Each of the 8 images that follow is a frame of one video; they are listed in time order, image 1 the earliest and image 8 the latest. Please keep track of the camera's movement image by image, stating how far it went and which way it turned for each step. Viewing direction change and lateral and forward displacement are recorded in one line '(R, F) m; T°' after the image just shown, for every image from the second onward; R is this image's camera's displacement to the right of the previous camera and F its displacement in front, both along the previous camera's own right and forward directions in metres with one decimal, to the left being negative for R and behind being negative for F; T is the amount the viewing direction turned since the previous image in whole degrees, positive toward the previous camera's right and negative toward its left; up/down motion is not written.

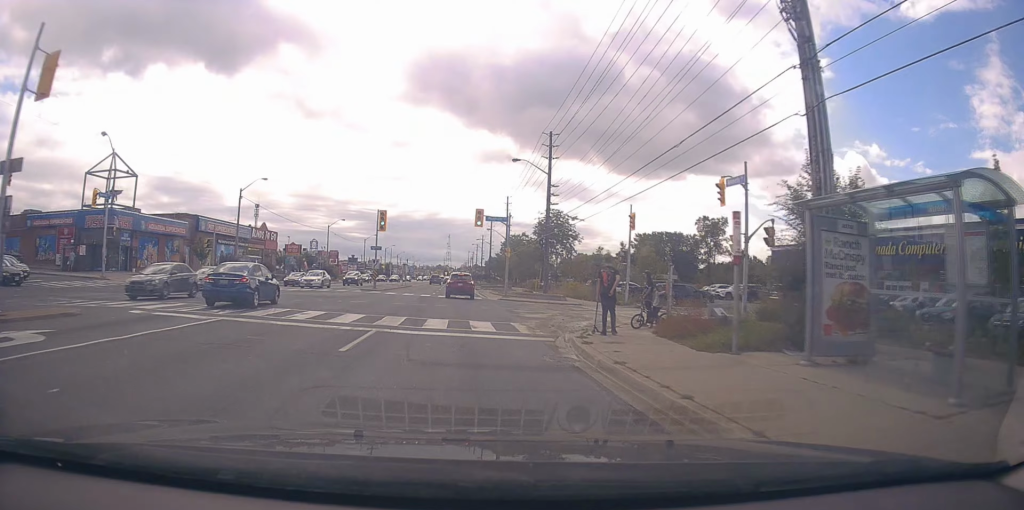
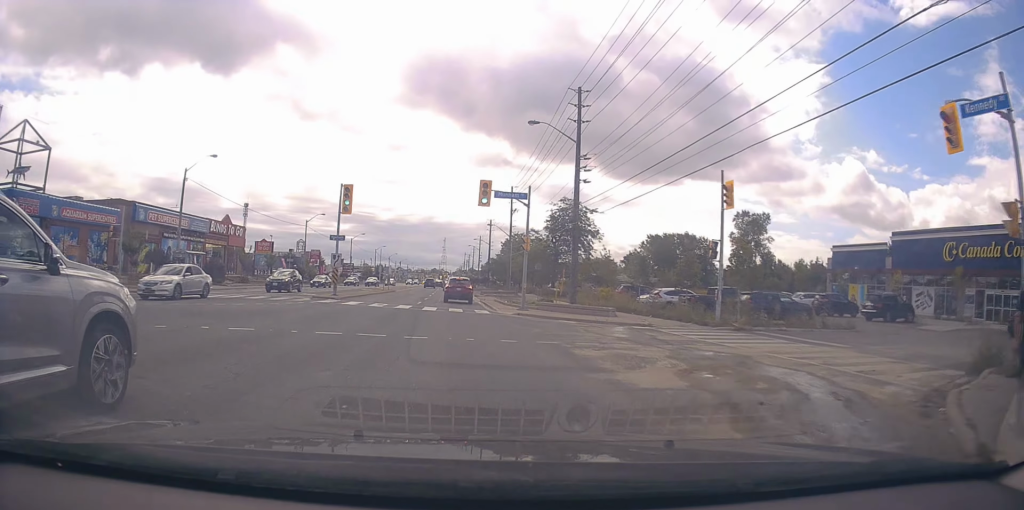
(+0.2, +13.0) m; -1°
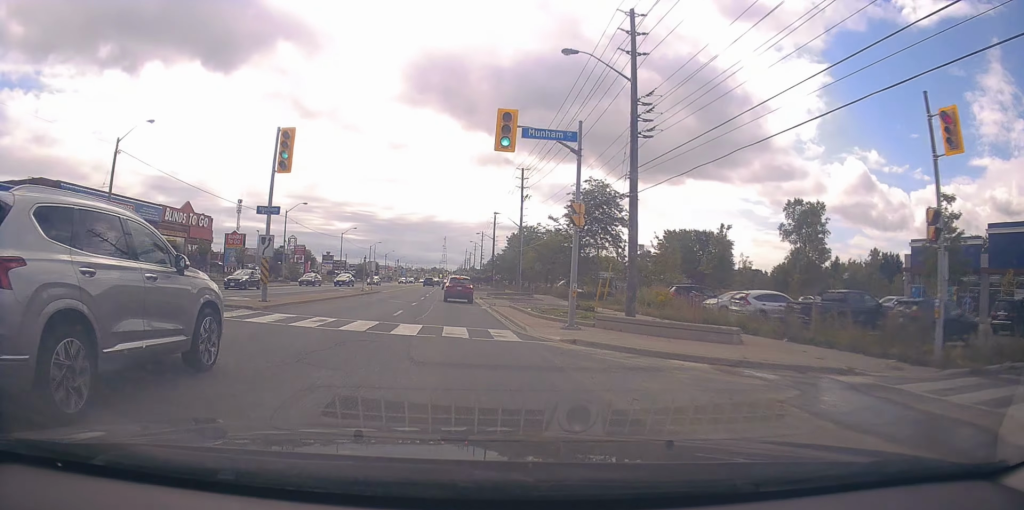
(-0.5, +11.8) m; 0°
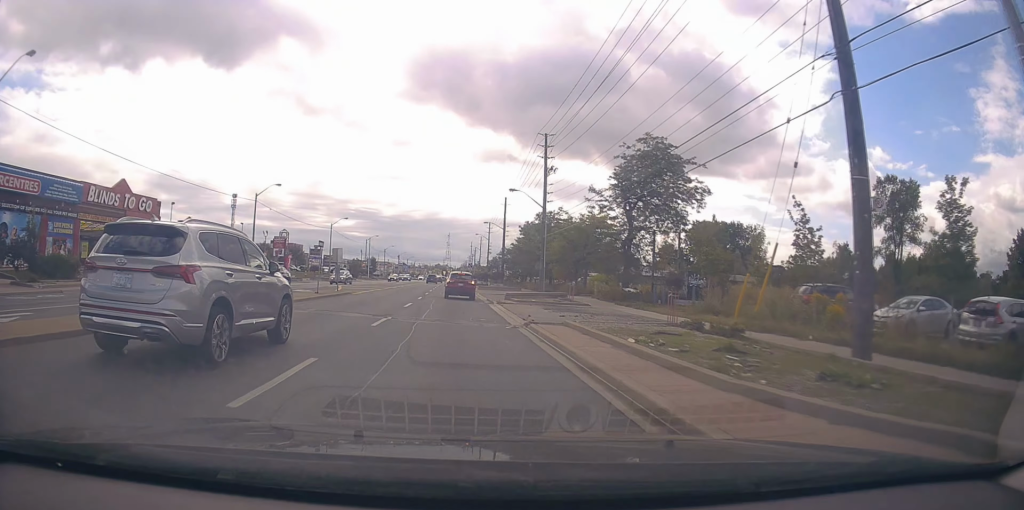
(+0.6, +14.6) m; 0°
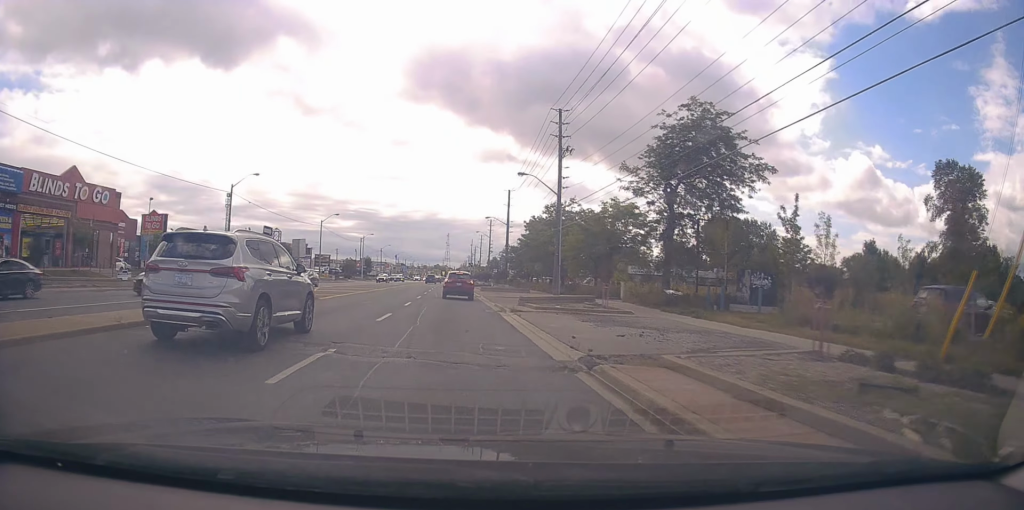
(-0.4, +7.7) m; -1°
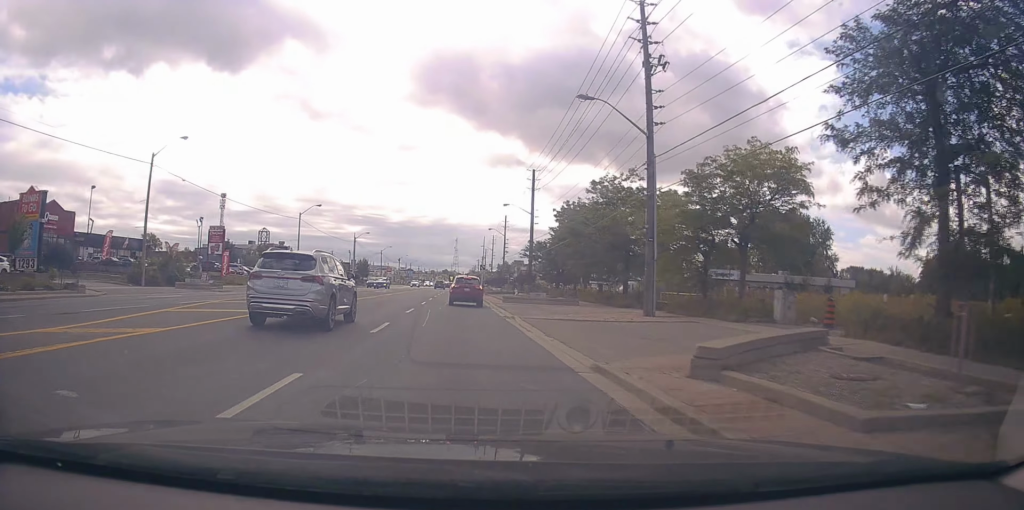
(+0.3, +19.5) m; +1°
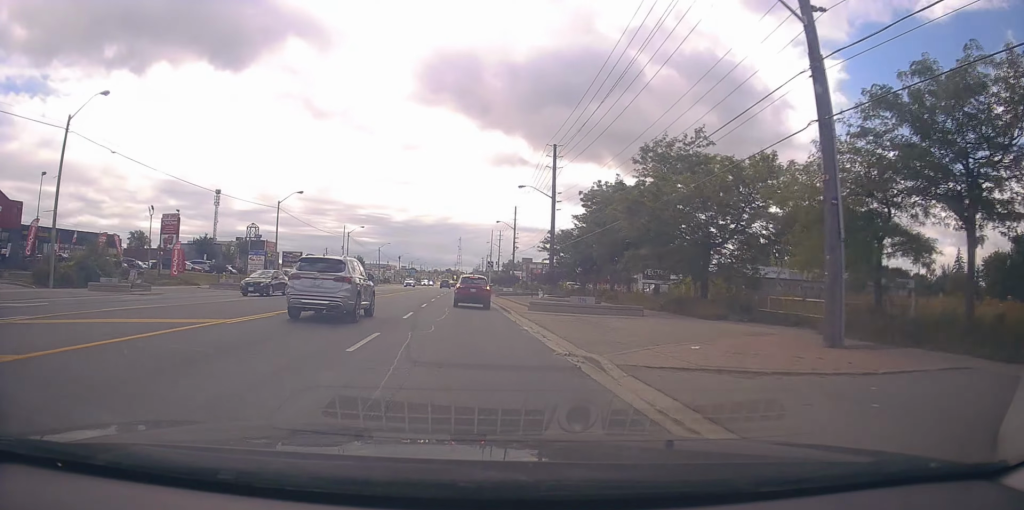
(0.0, +12.1) m; -1°
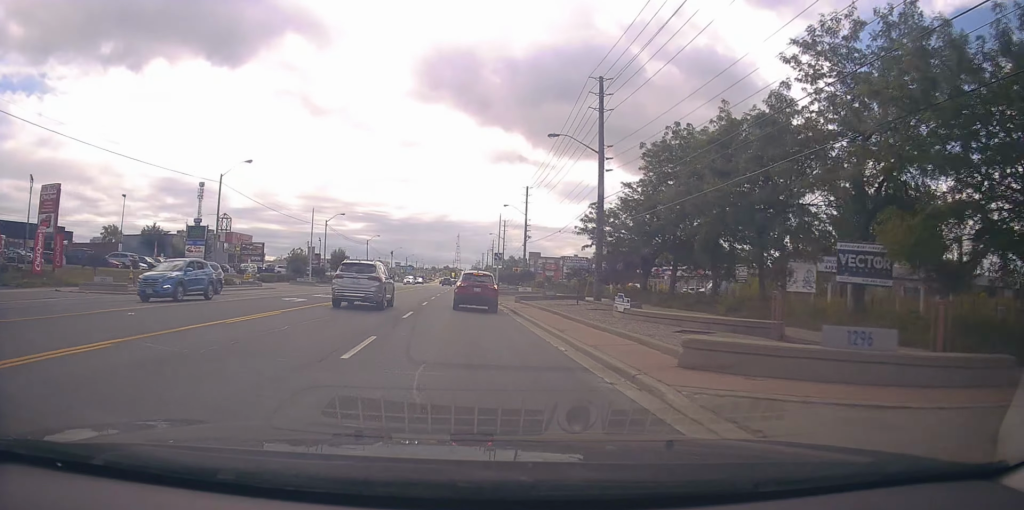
(+0.2, +18.8) m; +3°
